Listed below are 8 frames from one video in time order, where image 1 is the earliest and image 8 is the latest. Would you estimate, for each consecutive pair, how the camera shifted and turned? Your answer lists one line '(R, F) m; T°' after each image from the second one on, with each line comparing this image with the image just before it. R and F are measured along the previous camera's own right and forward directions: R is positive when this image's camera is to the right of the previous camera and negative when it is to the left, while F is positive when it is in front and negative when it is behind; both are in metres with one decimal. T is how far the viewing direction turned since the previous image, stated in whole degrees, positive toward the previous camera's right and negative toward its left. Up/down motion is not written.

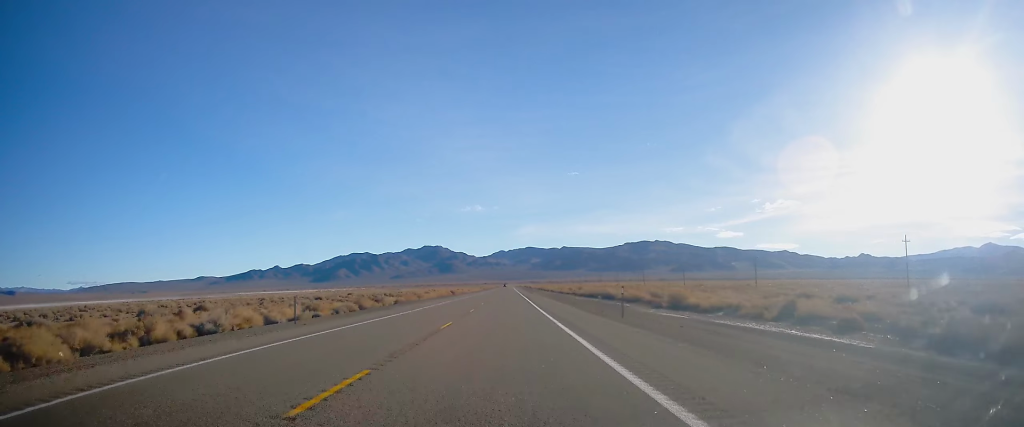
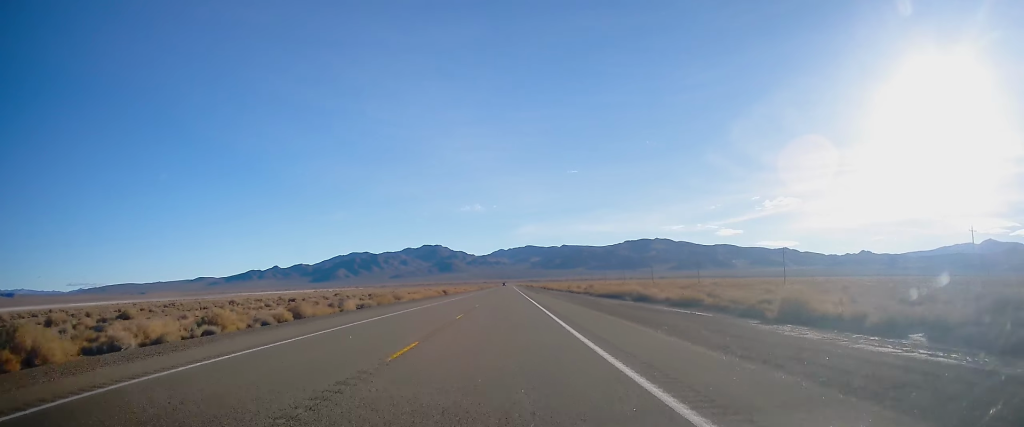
(-0.1, +20.0) m; 0°
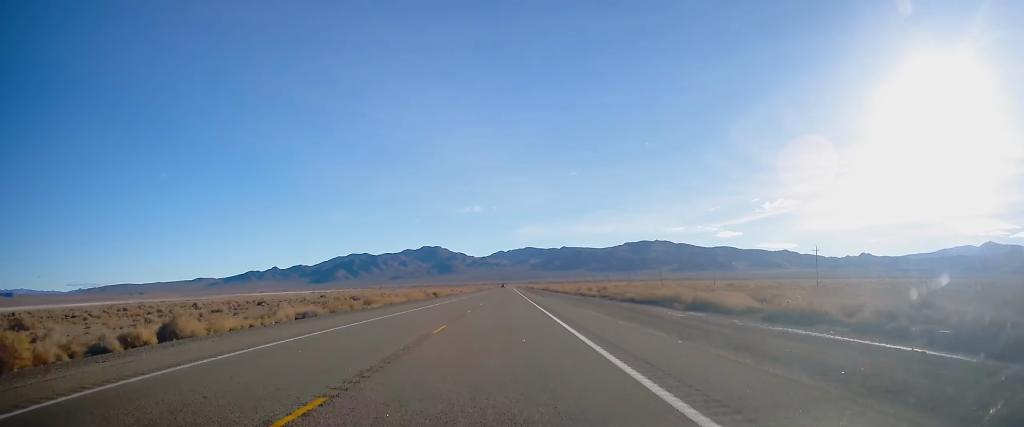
(-0.1, +18.9) m; 0°
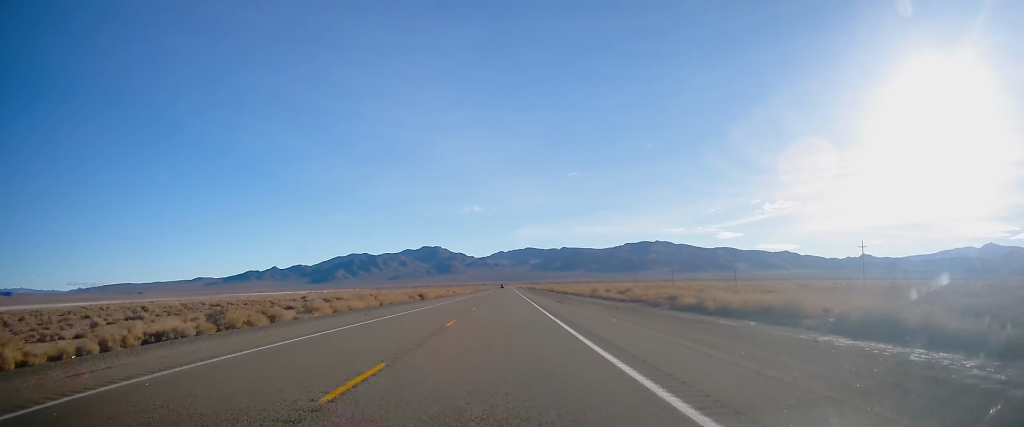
(-0.1, +20.9) m; 0°
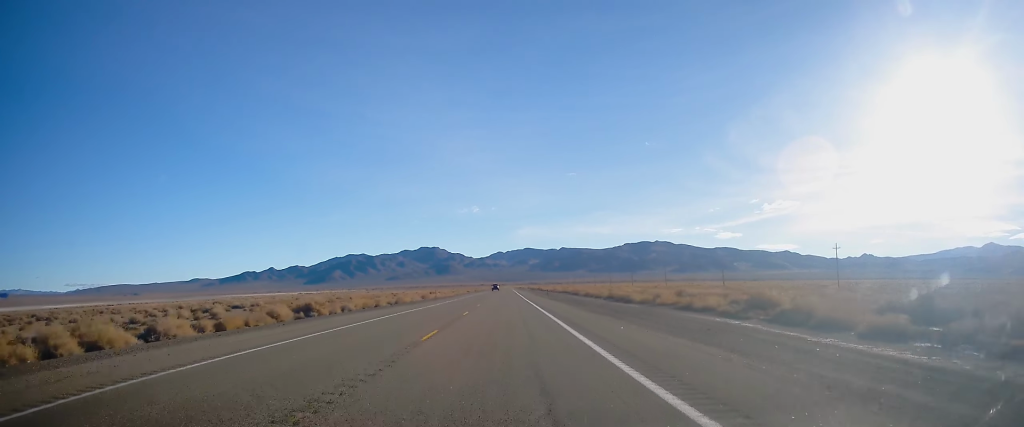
(+0.5, +66.0) m; +1°
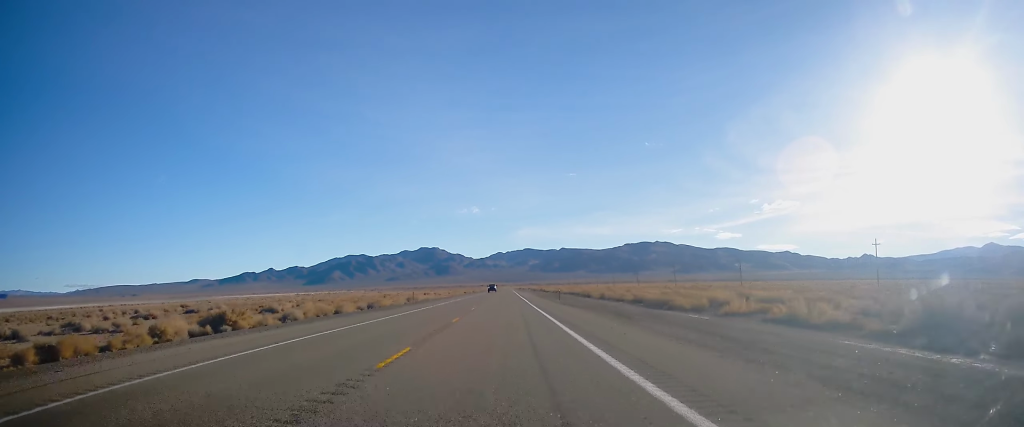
(+0.1, +16.7) m; 0°
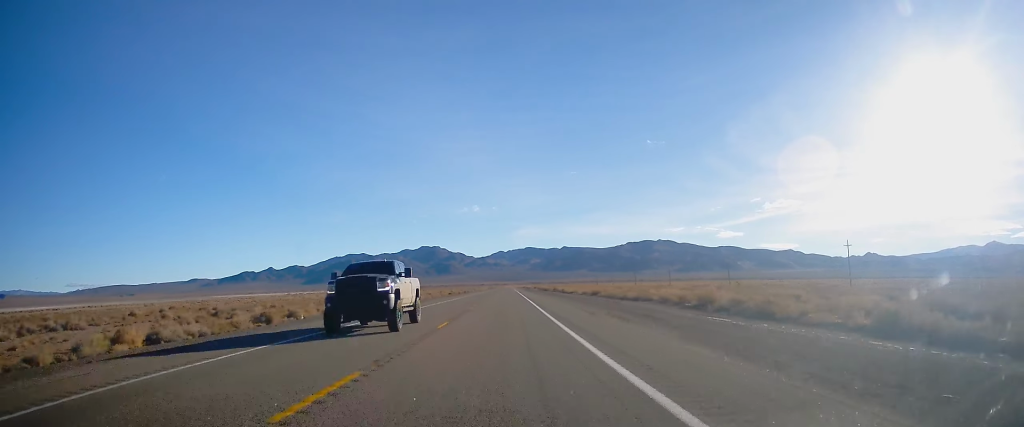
(-0.6, +64.3) m; -1°
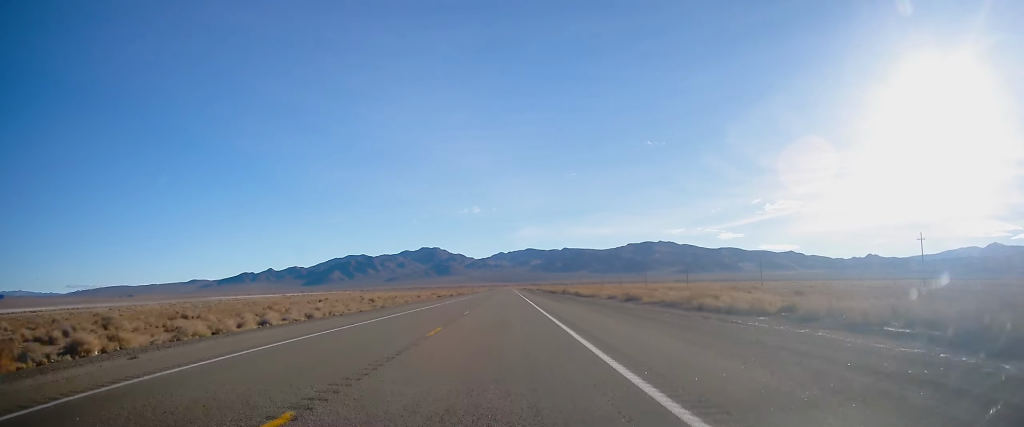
(+0.1, +26.6) m; 0°
